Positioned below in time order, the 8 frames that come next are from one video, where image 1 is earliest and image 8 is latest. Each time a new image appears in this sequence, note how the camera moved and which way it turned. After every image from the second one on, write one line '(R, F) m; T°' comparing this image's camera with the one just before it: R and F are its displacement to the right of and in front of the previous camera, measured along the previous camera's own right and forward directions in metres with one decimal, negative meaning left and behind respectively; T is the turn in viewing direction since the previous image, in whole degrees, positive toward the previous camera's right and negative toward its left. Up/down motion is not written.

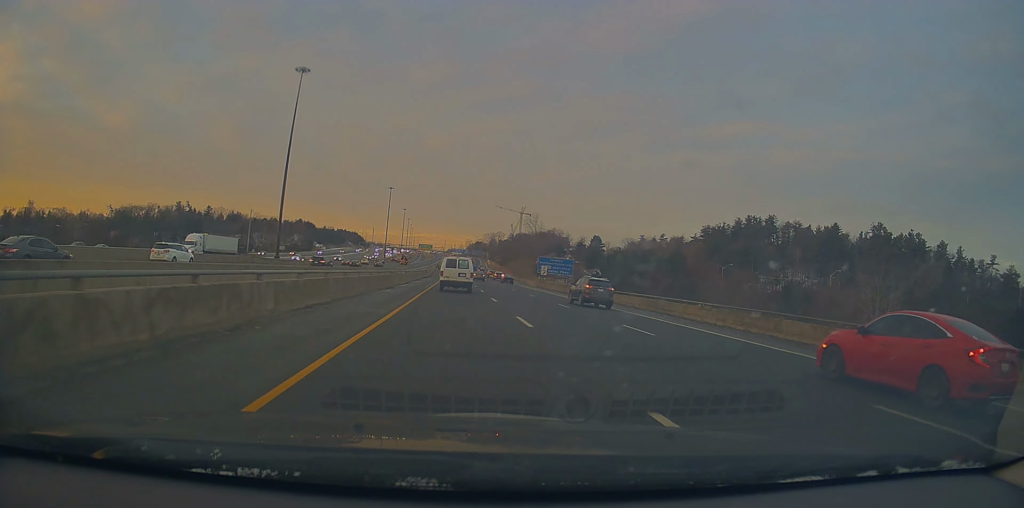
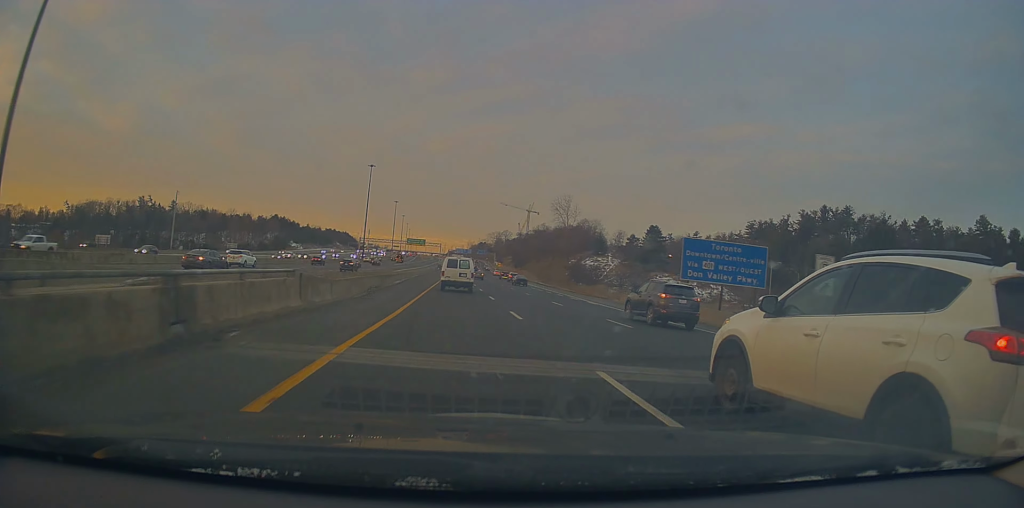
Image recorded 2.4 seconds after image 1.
(-0.7, +70.1) m; -1°
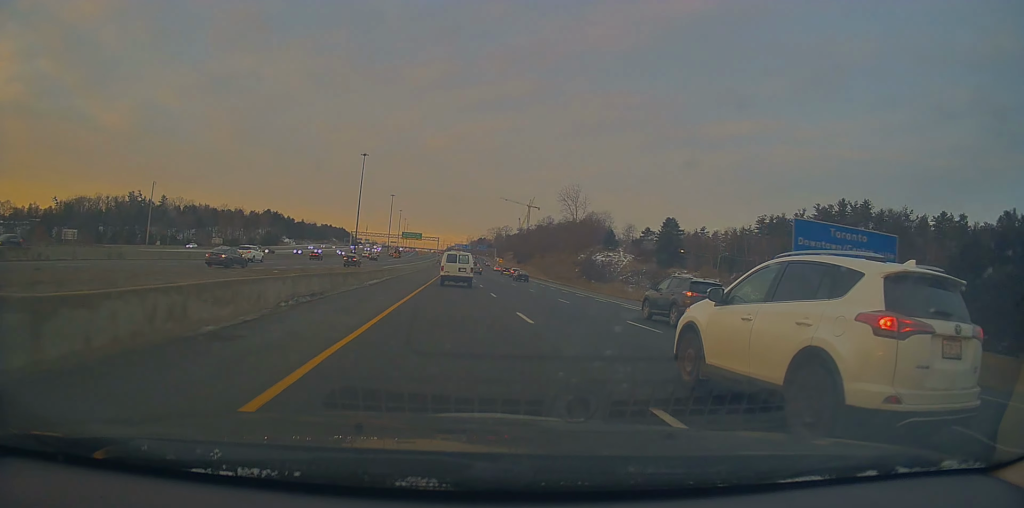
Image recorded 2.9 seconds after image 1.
(+0.1, +14.7) m; 0°
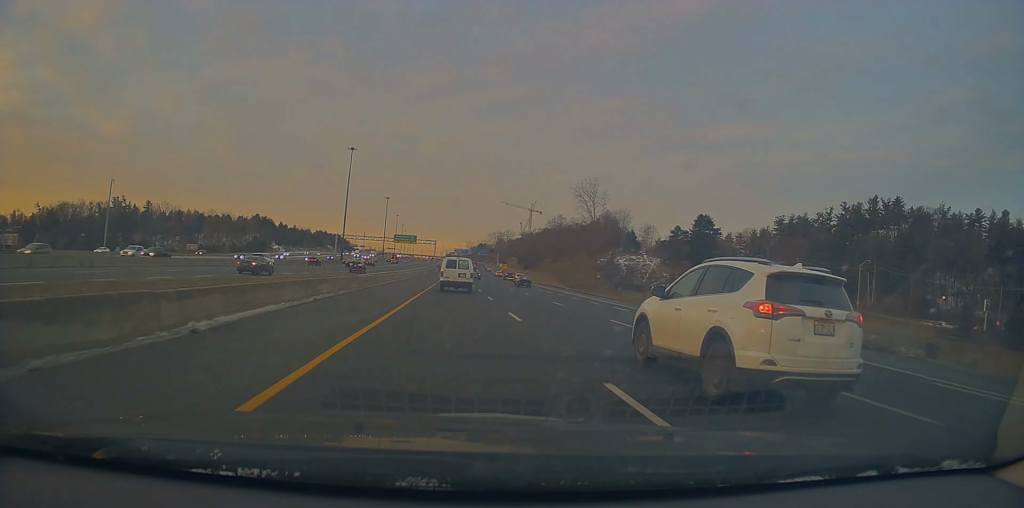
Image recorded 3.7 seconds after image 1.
(-0.4, +22.6) m; -1°
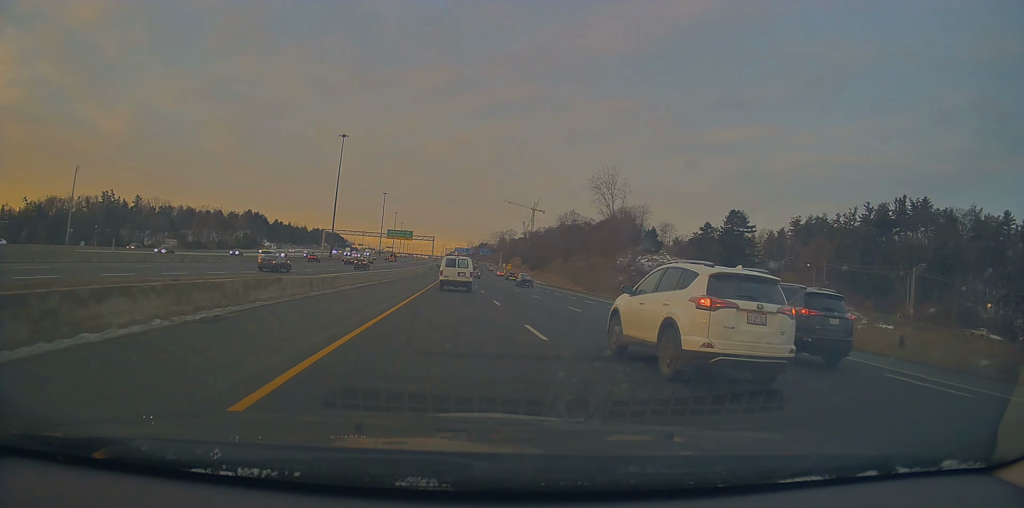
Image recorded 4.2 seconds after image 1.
(0.0, +16.6) m; 0°
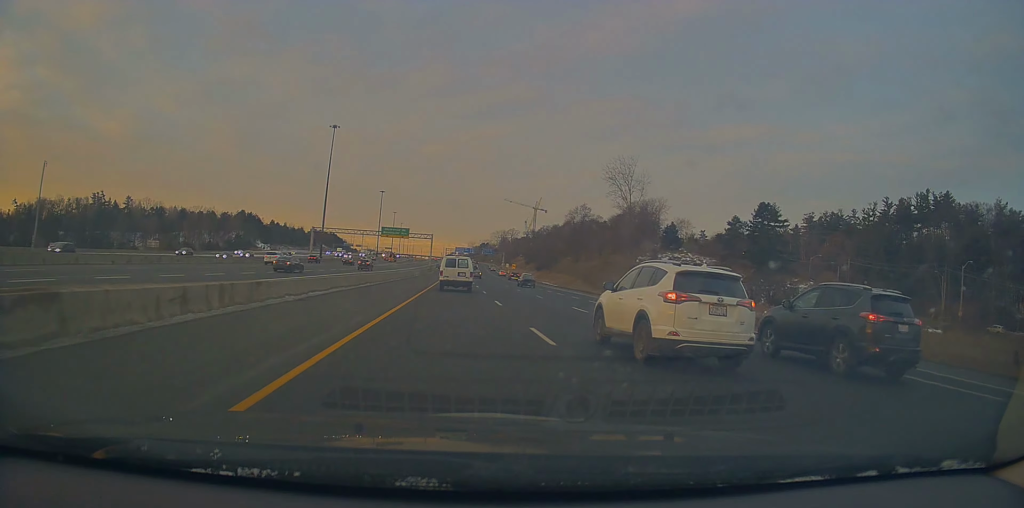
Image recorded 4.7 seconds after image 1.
(0.0, +12.7) m; 0°
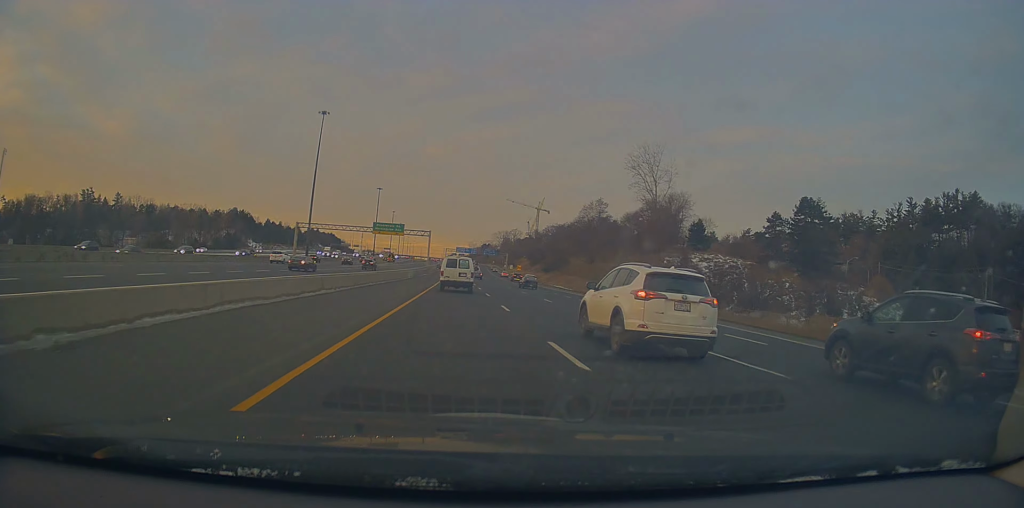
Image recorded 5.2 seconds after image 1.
(+0.1, +14.7) m; 0°
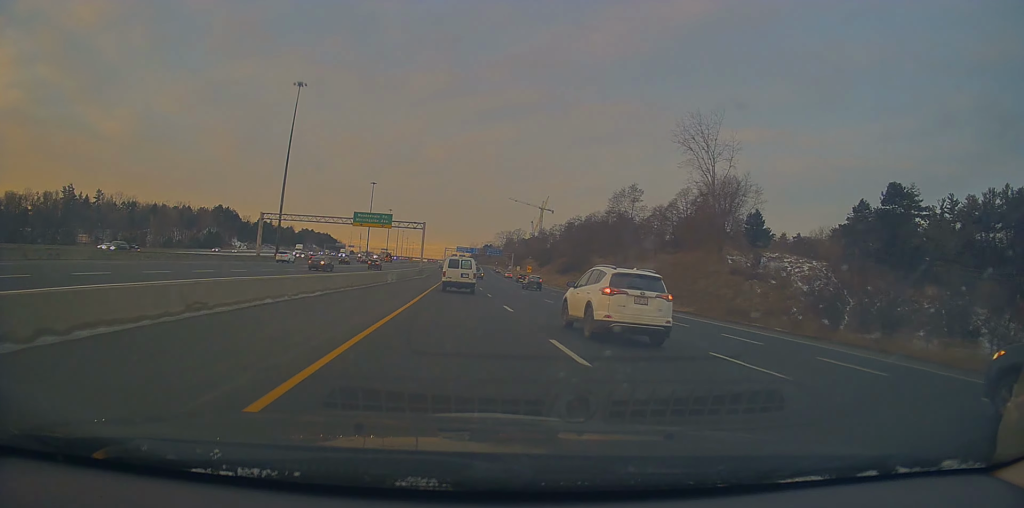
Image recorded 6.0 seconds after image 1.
(+0.1, +23.6) m; +1°
